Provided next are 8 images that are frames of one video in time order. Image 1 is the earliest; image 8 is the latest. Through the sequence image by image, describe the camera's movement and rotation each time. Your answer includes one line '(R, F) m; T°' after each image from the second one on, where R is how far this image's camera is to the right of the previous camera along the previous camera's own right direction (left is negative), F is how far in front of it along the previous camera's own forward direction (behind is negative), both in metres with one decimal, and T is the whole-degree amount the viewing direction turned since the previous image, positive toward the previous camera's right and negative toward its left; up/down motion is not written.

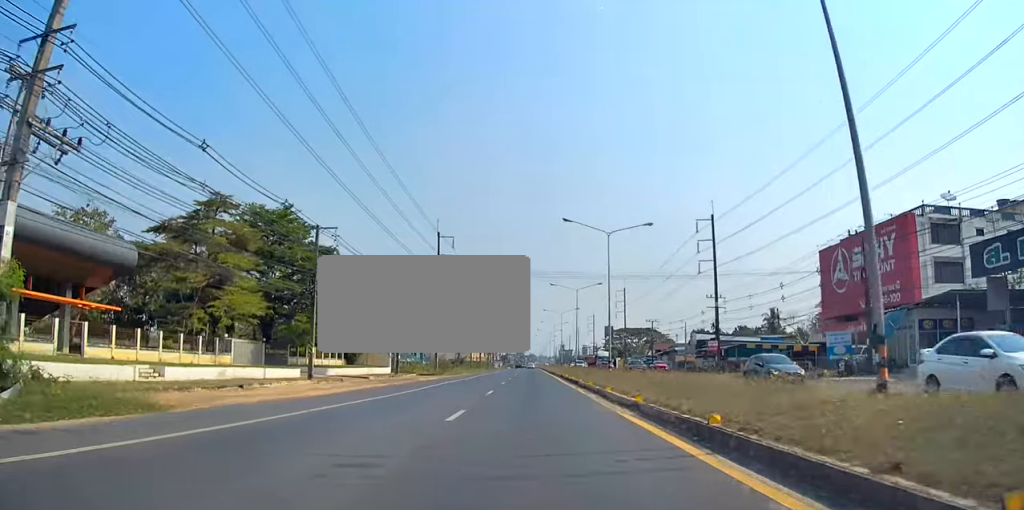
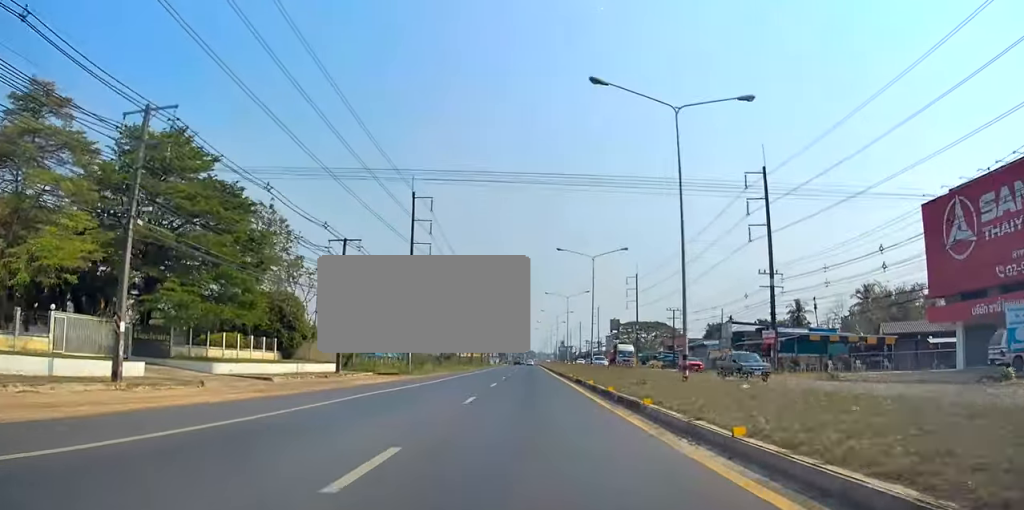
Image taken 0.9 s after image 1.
(-0.4, +19.1) m; 0°
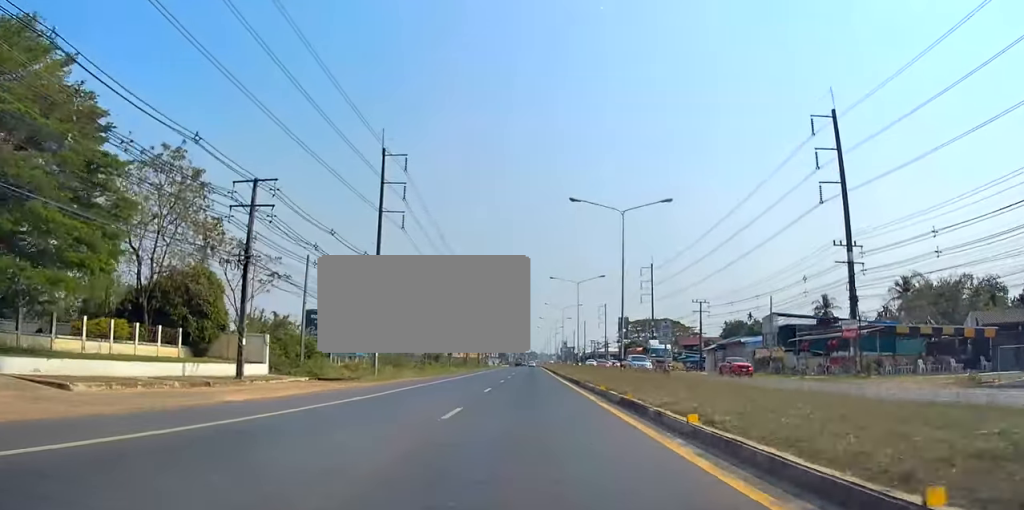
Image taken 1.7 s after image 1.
(+0.4, +16.0) m; +1°
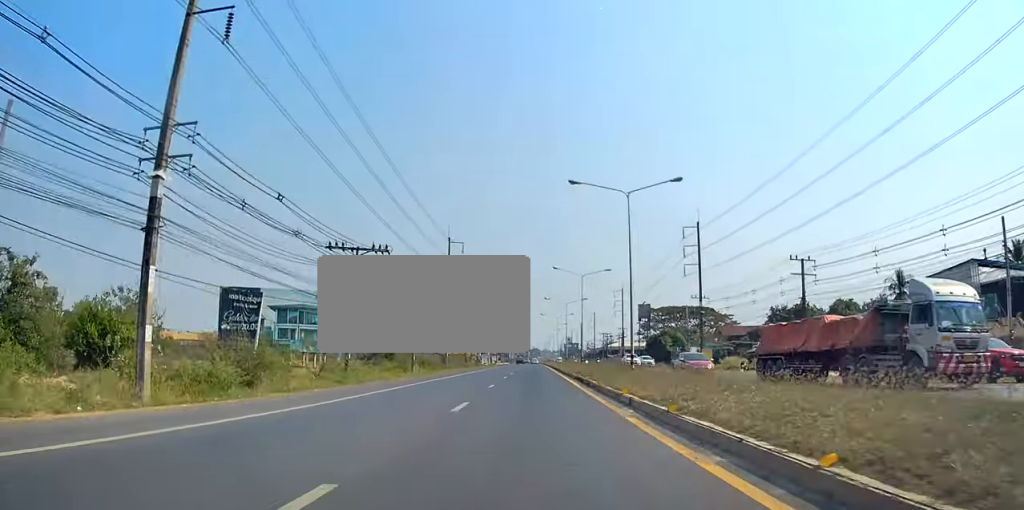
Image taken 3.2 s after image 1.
(+0.1, +33.5) m; 0°
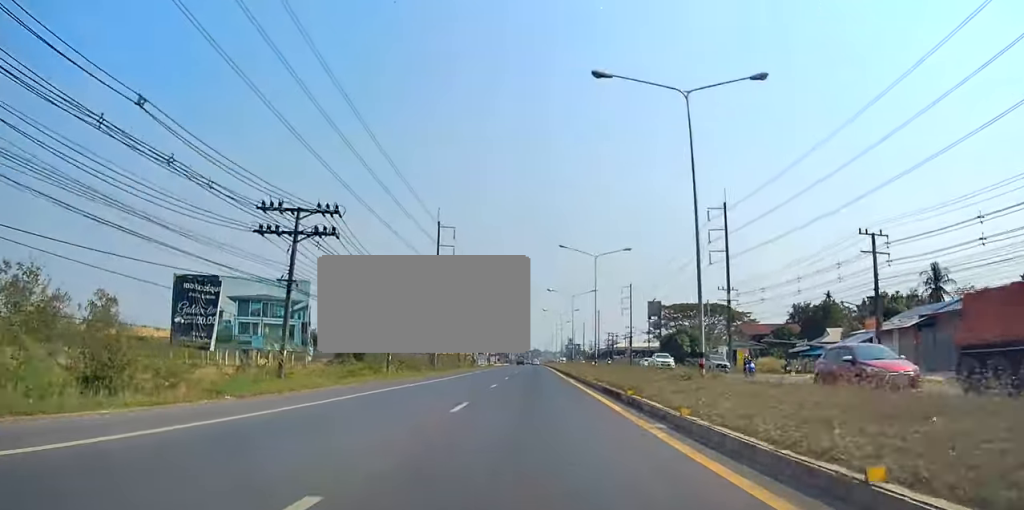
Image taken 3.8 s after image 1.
(0.0, +11.9) m; 0°
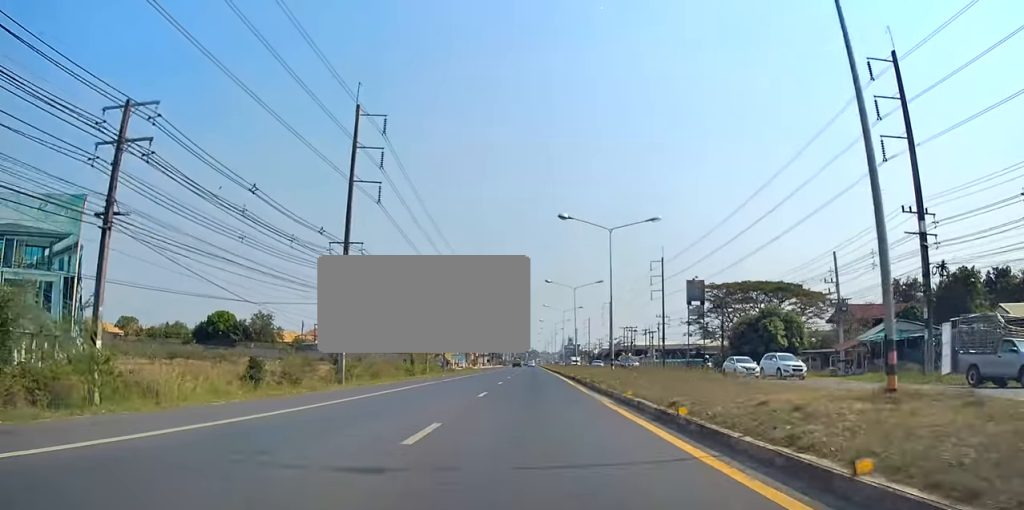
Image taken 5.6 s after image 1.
(+0.7, +41.0) m; 0°
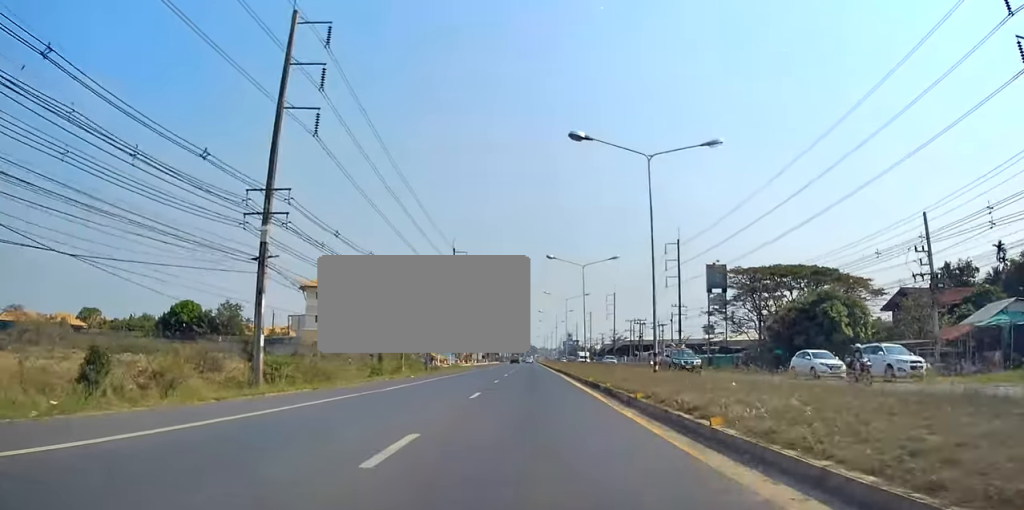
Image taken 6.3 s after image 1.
(-0.3, +14.3) m; -1°
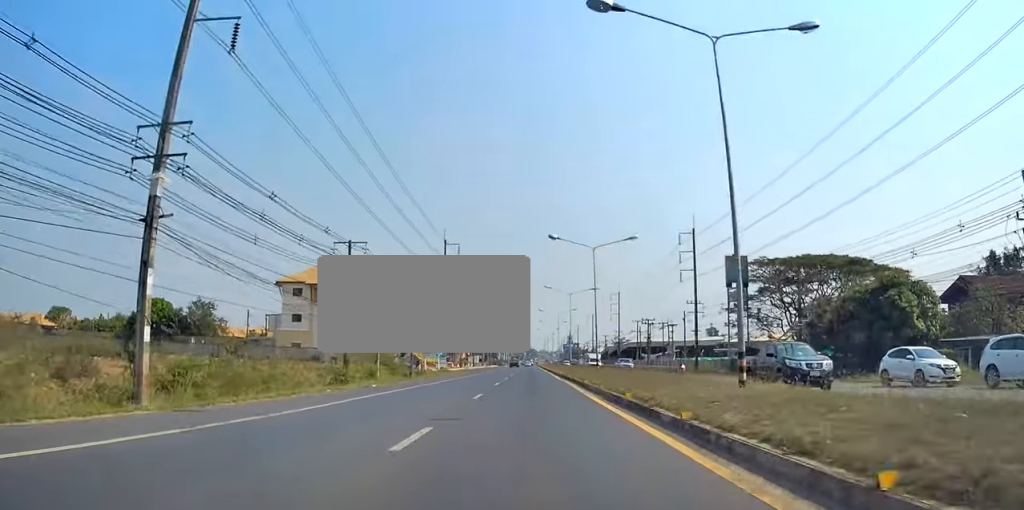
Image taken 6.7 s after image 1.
(-0.1, +10.3) m; -1°
